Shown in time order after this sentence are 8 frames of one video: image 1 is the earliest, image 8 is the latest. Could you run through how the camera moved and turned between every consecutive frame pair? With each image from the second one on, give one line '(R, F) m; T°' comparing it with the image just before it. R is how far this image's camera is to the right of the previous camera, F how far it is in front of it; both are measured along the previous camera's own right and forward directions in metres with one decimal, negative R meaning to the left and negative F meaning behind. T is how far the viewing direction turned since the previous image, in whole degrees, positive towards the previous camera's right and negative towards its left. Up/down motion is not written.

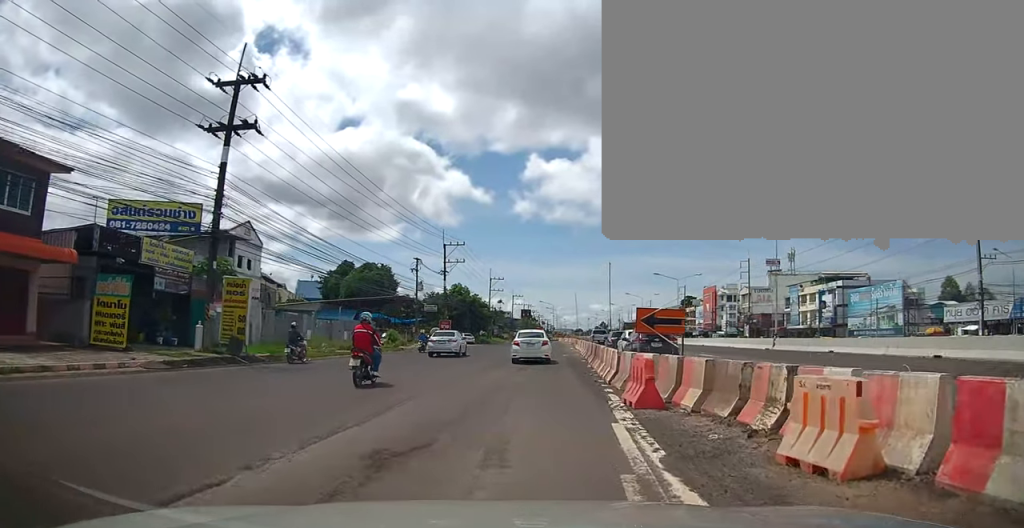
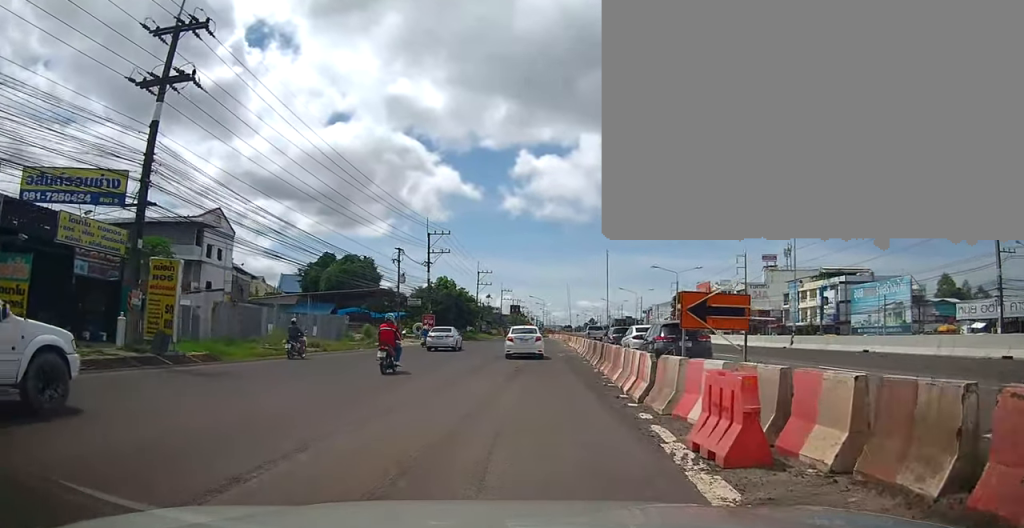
(0.0, +4.4) m; 0°
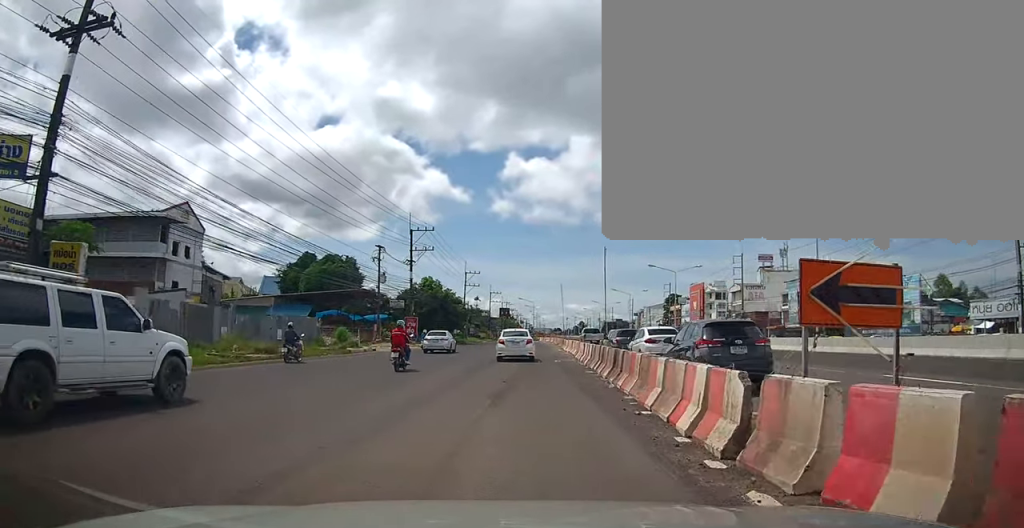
(0.0, +4.2) m; 0°
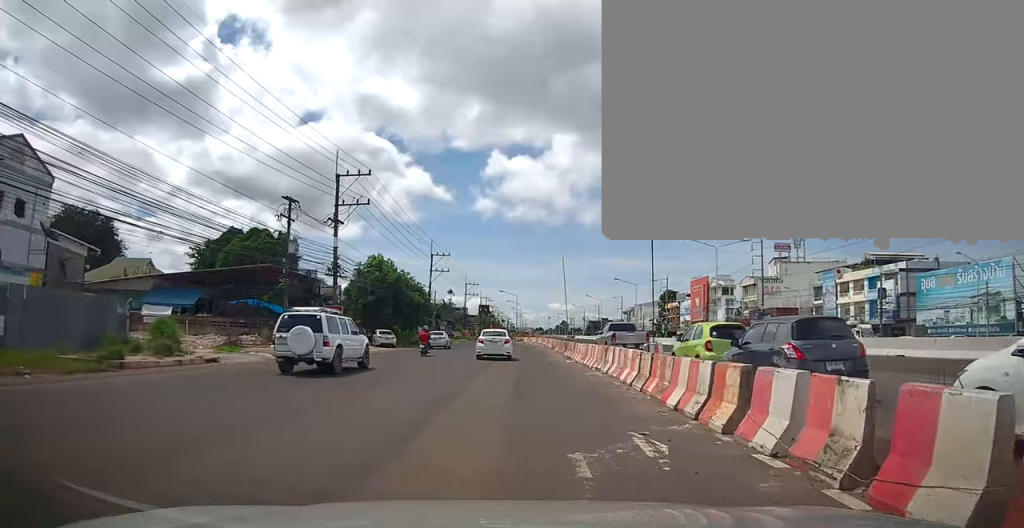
(+1.7, +19.7) m; +5°
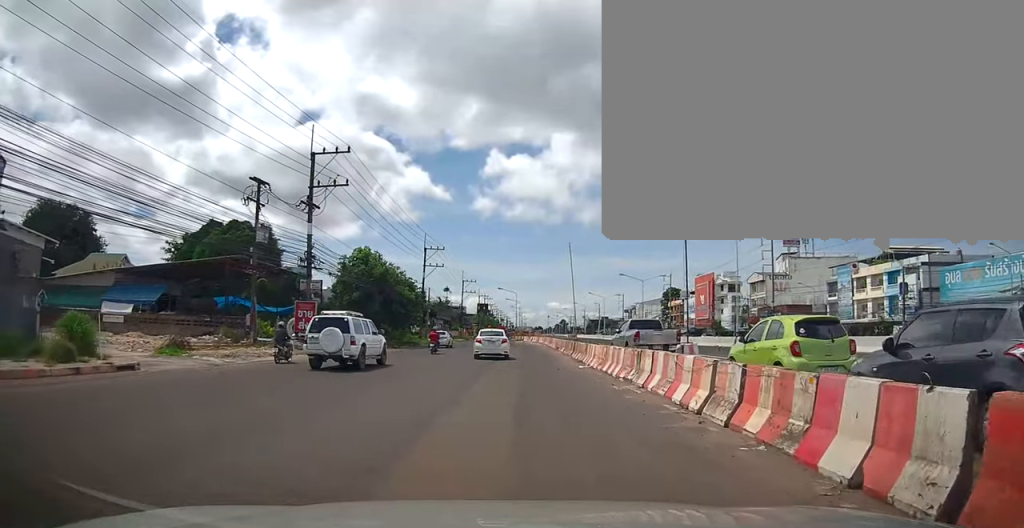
(-0.5, +4.9) m; 0°
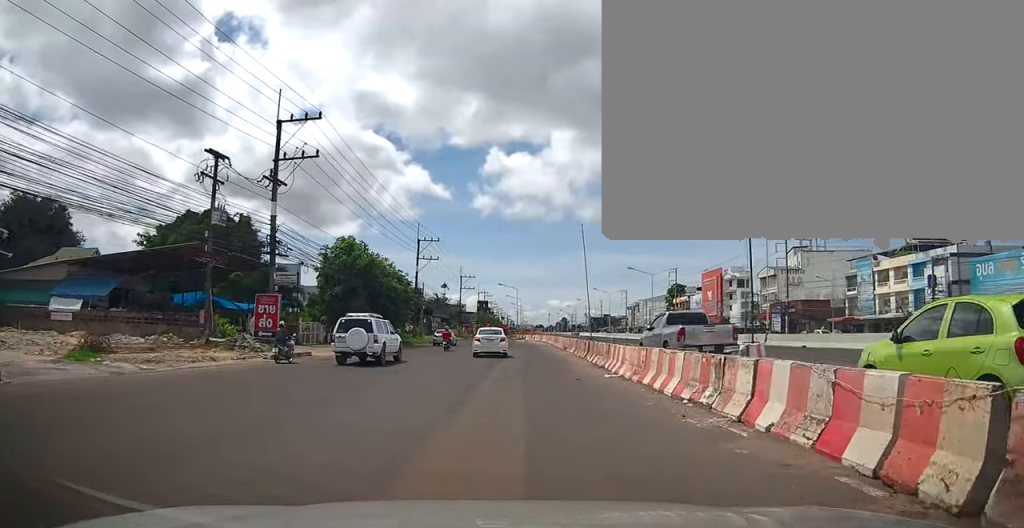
(+0.2, +5.4) m; 0°
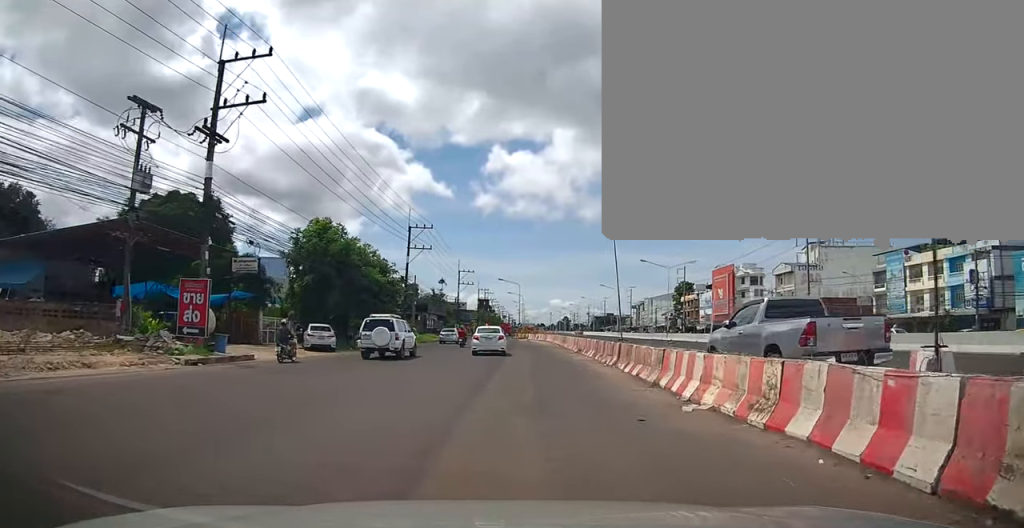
(+0.4, +6.8) m; 0°
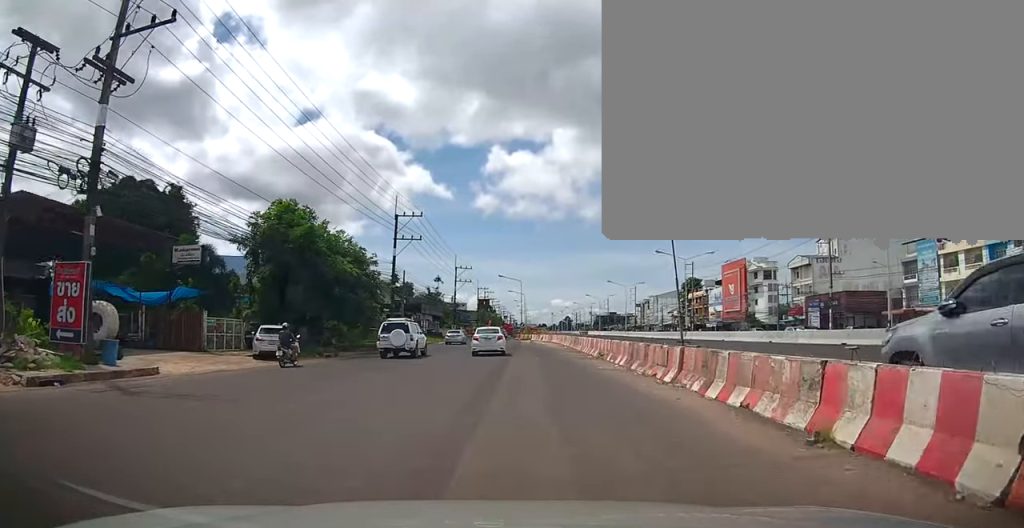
(-0.6, +6.7) m; -2°
